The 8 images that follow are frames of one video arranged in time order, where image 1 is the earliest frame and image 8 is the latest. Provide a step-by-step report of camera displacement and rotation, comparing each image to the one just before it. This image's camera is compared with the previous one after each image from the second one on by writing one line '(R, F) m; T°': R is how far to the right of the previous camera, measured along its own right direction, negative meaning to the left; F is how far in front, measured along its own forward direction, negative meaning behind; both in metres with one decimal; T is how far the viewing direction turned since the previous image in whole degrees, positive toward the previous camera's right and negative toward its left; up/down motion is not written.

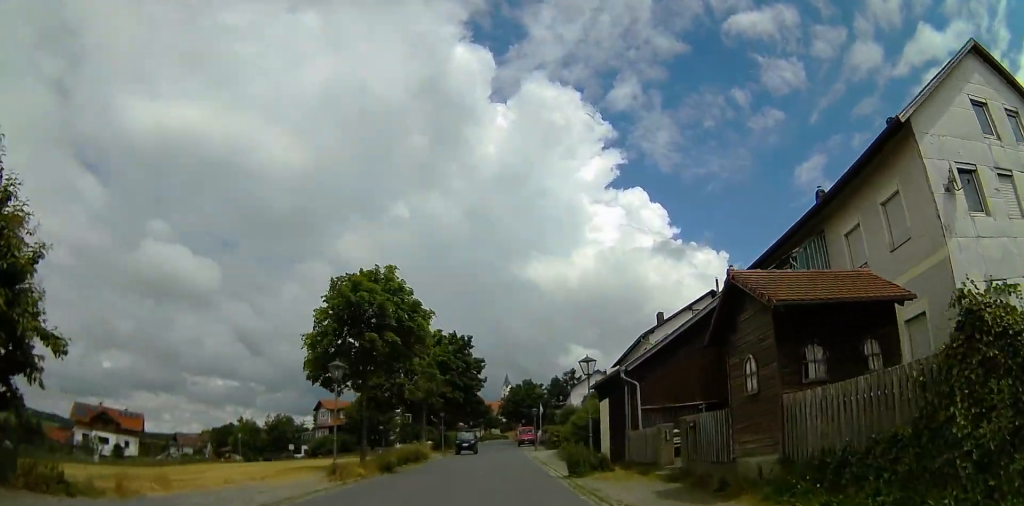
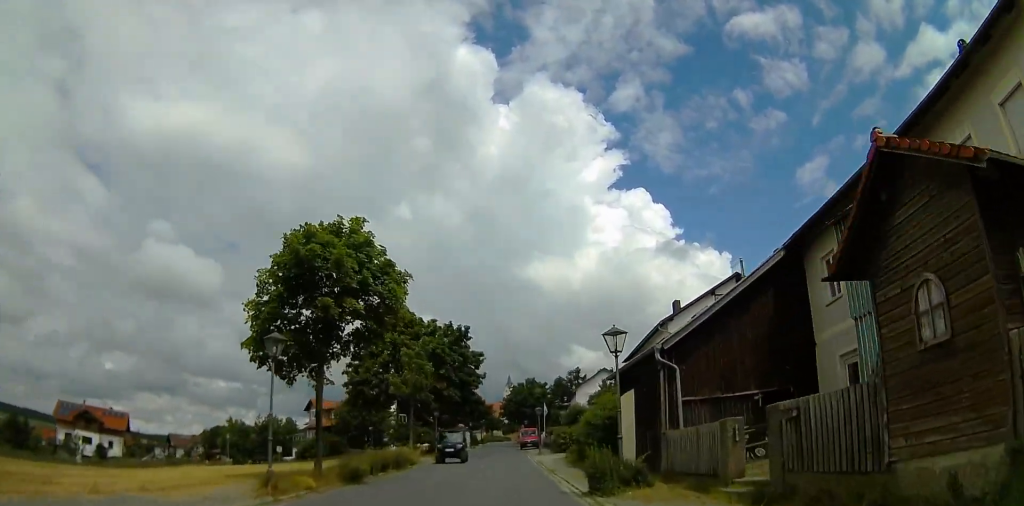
(+0.4, +5.0) m; +3°
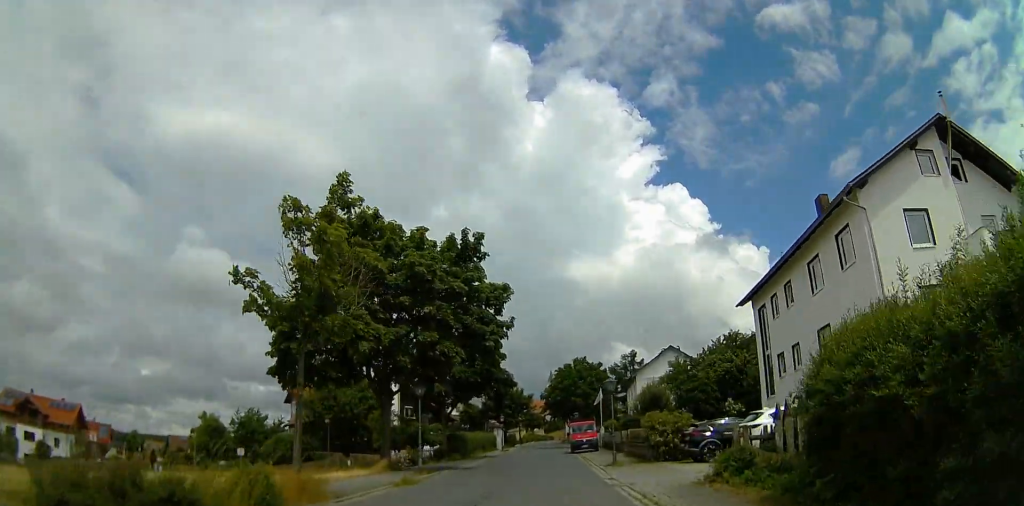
(-1.2, +21.4) m; -9°
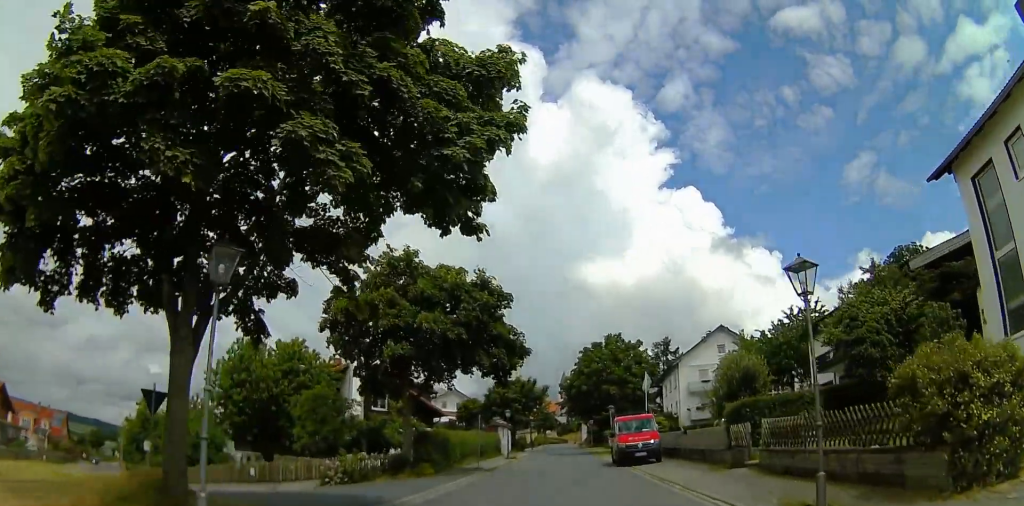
(-0.1, +18.0) m; 0°
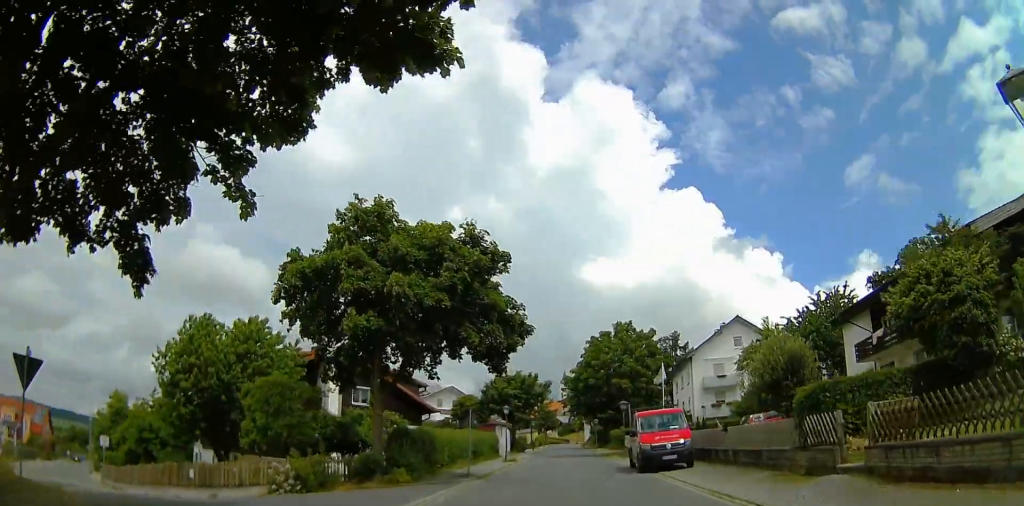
(0.0, +5.3) m; 0°
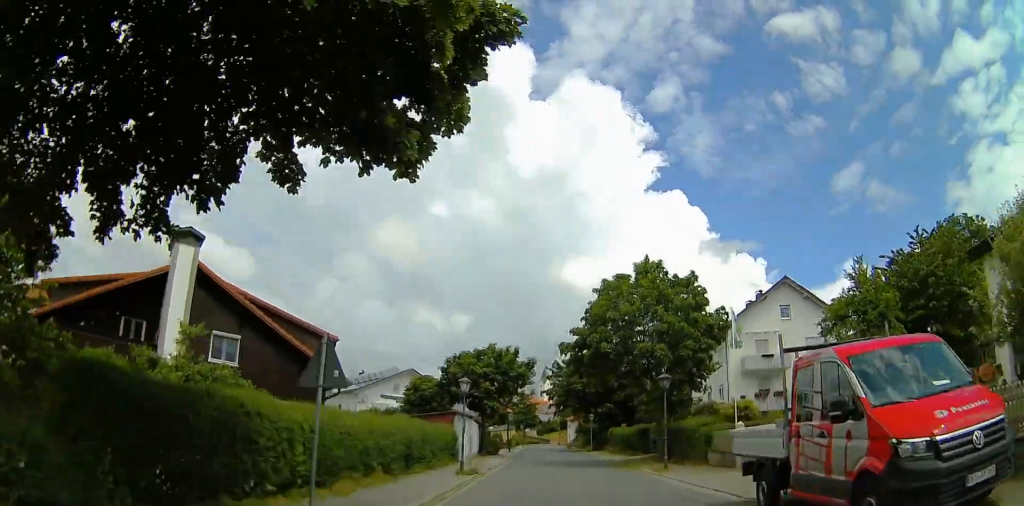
(-0.4, +16.9) m; -2°
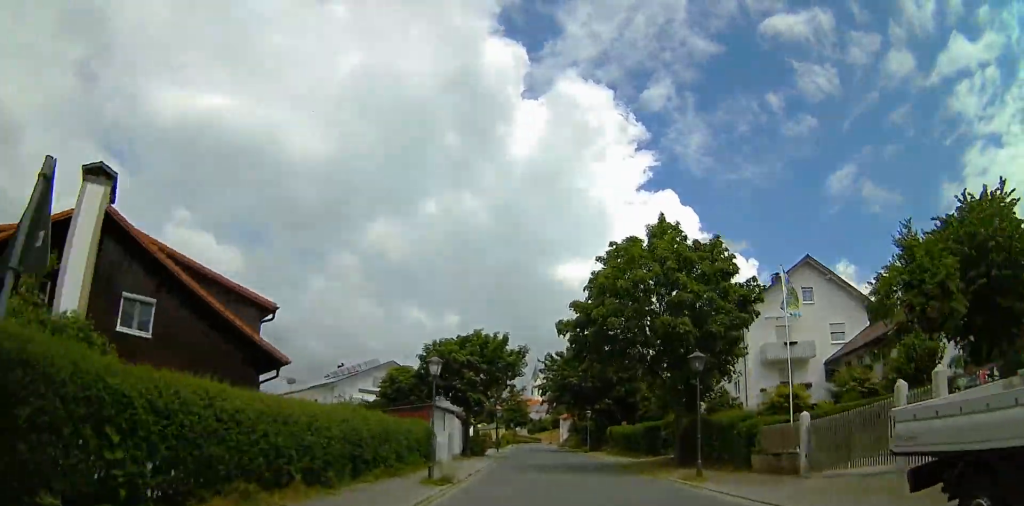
(0.0, +5.9) m; +2°
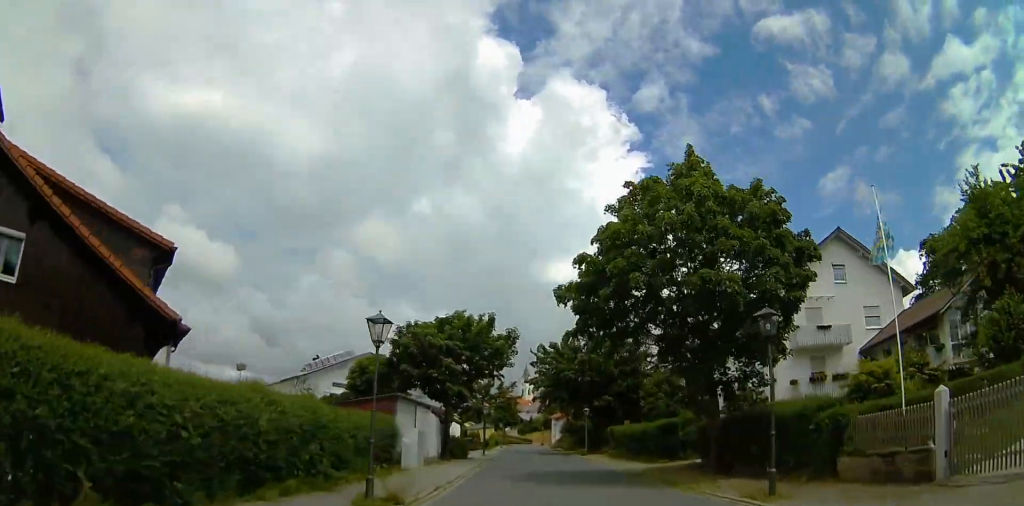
(-0.2, +6.3) m; +6°
